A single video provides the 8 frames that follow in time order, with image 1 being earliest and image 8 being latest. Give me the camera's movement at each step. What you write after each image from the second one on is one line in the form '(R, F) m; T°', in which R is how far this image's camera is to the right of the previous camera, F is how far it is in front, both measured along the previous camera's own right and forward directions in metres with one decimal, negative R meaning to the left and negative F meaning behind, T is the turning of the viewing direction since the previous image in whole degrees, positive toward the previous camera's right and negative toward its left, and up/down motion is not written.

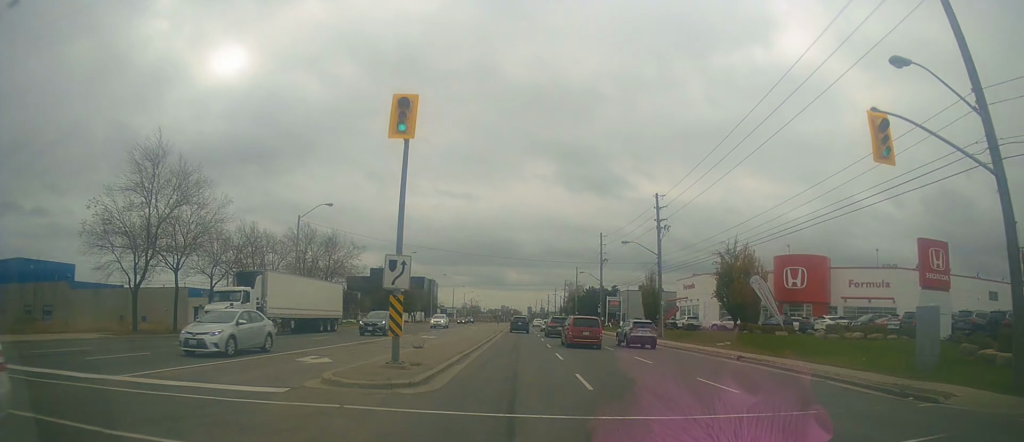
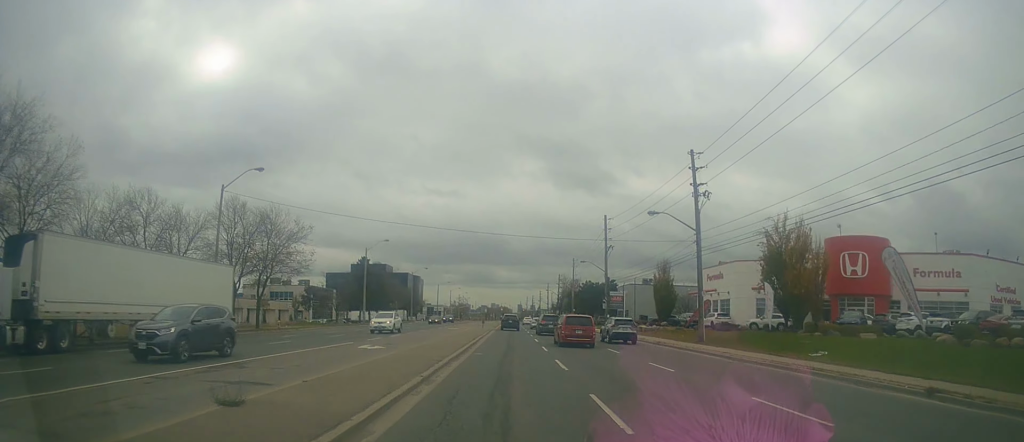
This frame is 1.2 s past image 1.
(+0.1, +13.3) m; +3°
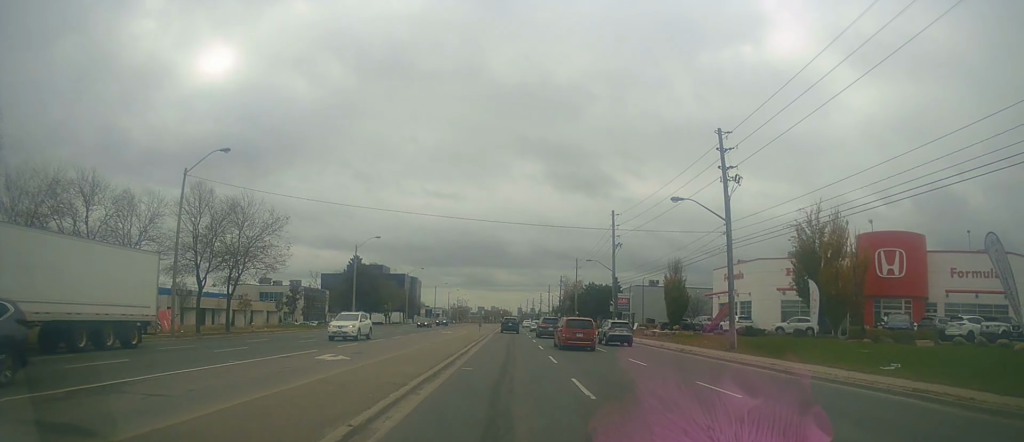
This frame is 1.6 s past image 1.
(+0.2, +5.3) m; +2°
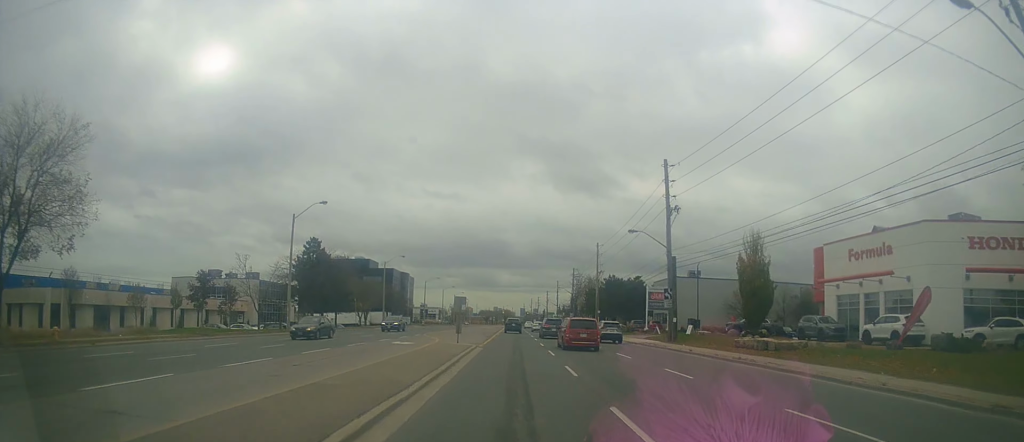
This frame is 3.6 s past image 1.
(+0.1, +23.0) m; -2°
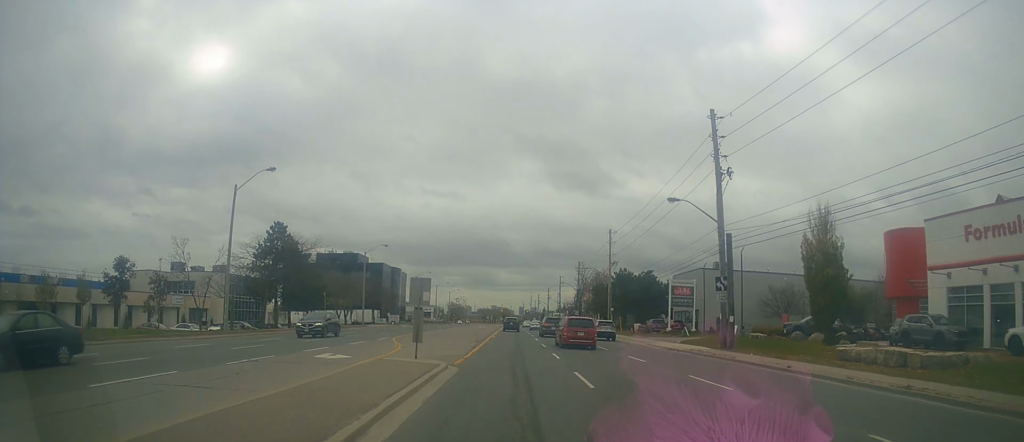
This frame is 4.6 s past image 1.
(-0.4, +12.0) m; +1°
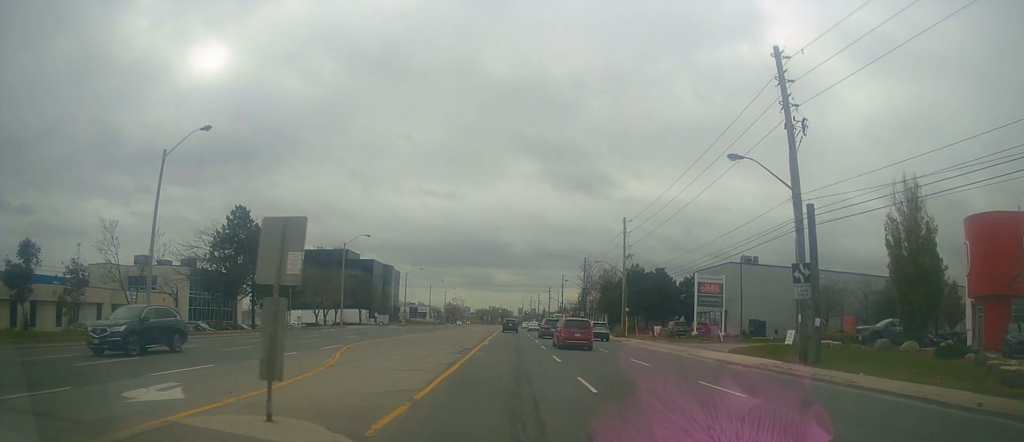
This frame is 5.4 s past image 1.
(+0.5, +9.9) m; +1°
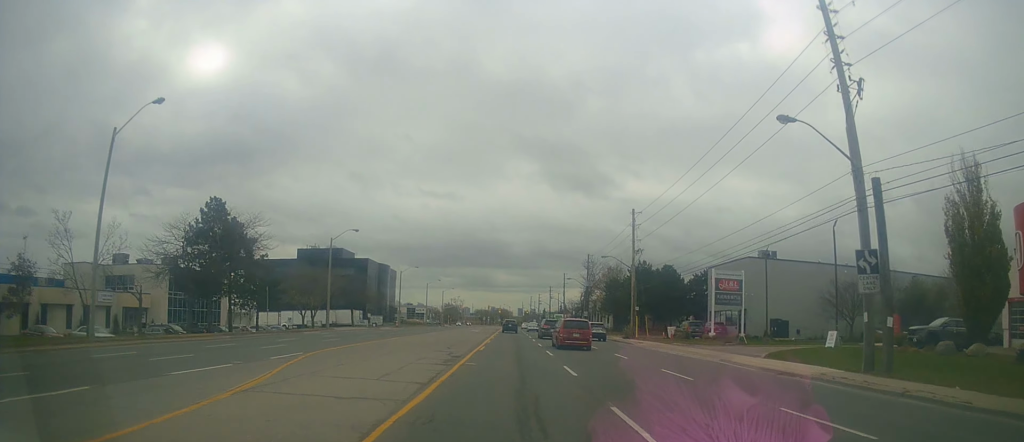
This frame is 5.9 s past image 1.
(+0.1, +5.1) m; 0°
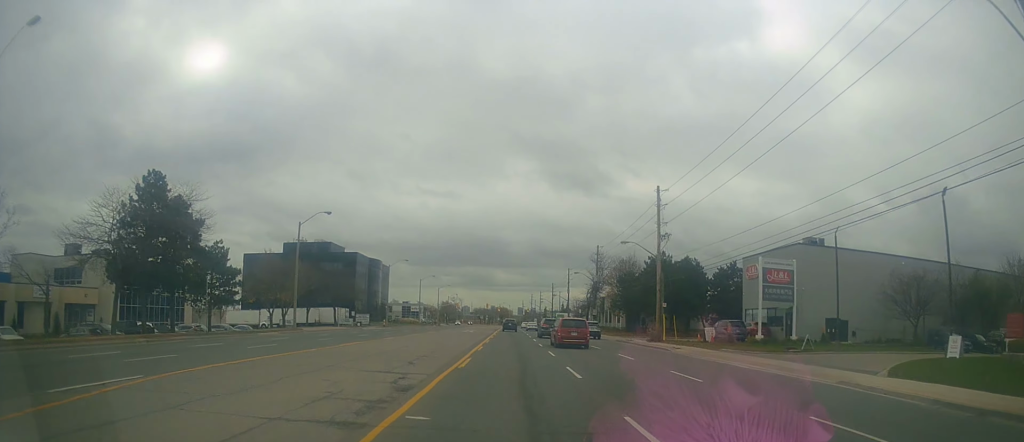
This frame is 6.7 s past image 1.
(-0.6, +10.3) m; -2°
